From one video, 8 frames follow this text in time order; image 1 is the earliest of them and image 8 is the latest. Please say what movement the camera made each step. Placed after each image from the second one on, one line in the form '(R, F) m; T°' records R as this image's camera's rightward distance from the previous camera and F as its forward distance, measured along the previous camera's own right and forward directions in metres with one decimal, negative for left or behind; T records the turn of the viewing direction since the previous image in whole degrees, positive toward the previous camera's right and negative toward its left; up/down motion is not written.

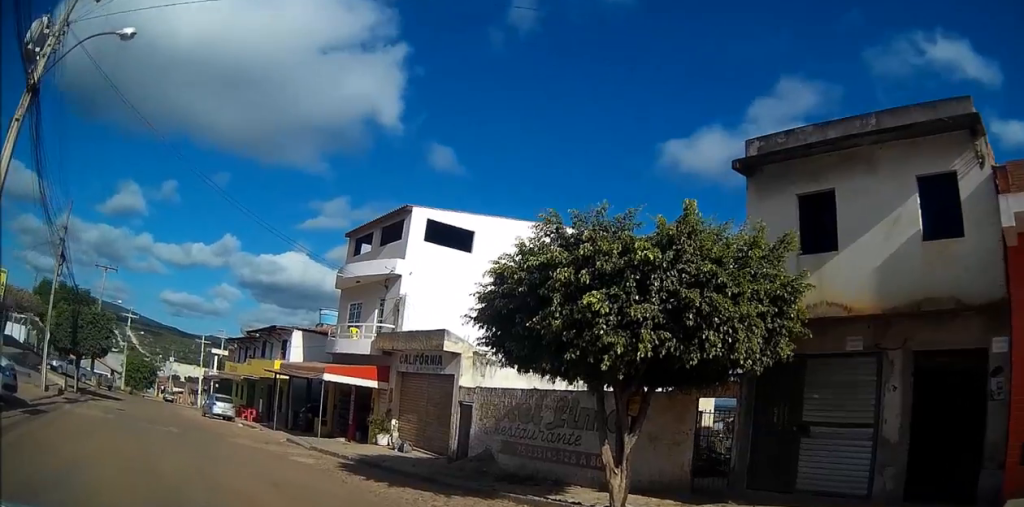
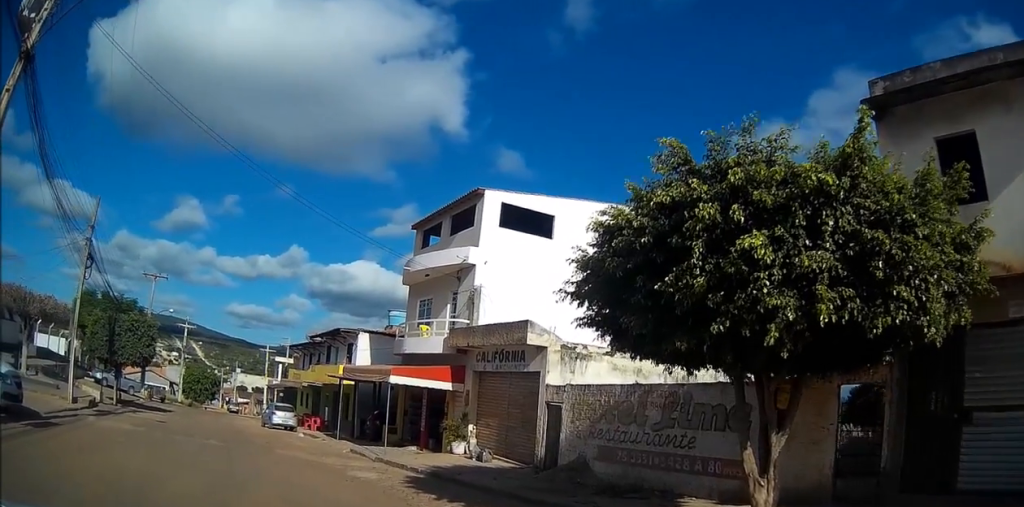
(-0.2, +2.3) m; -6°
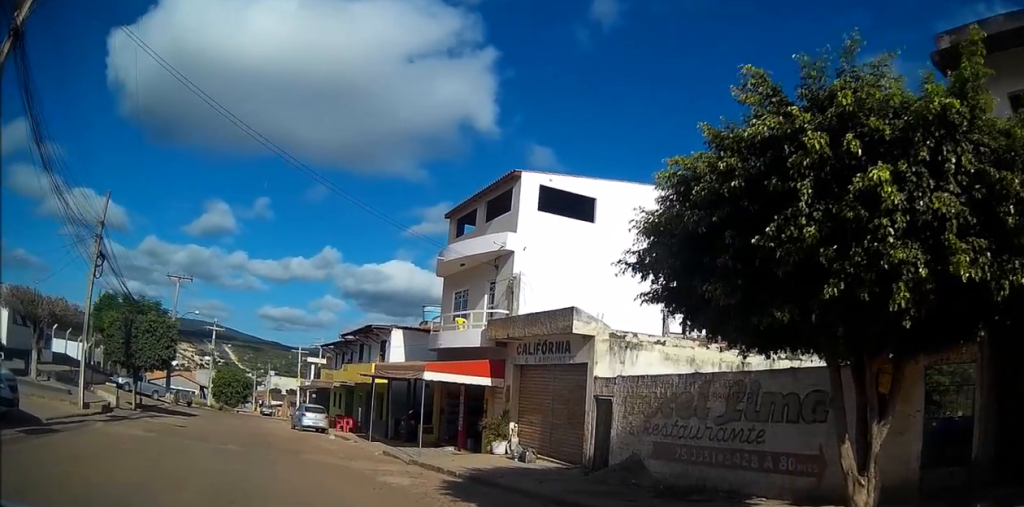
(0.0, +1.3) m; -2°
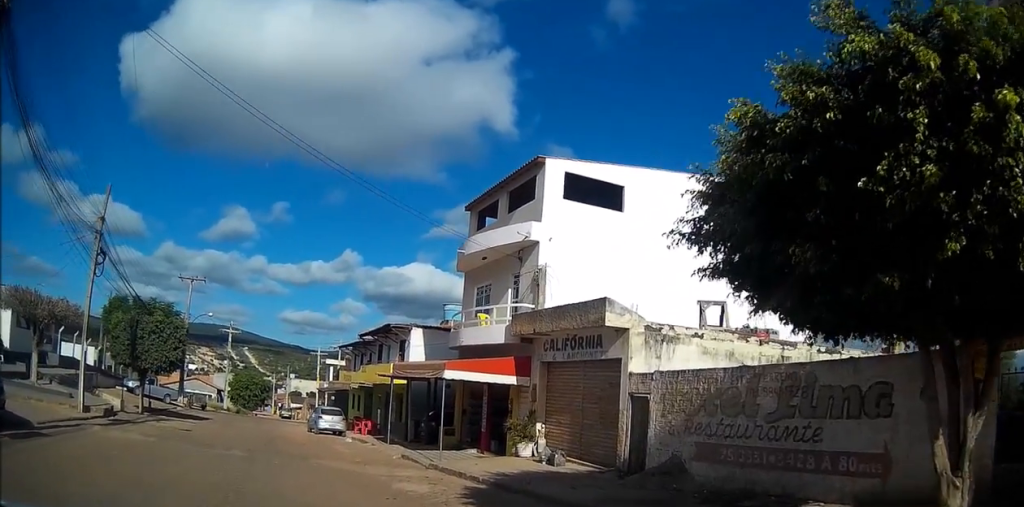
(0.0, +1.1) m; -3°
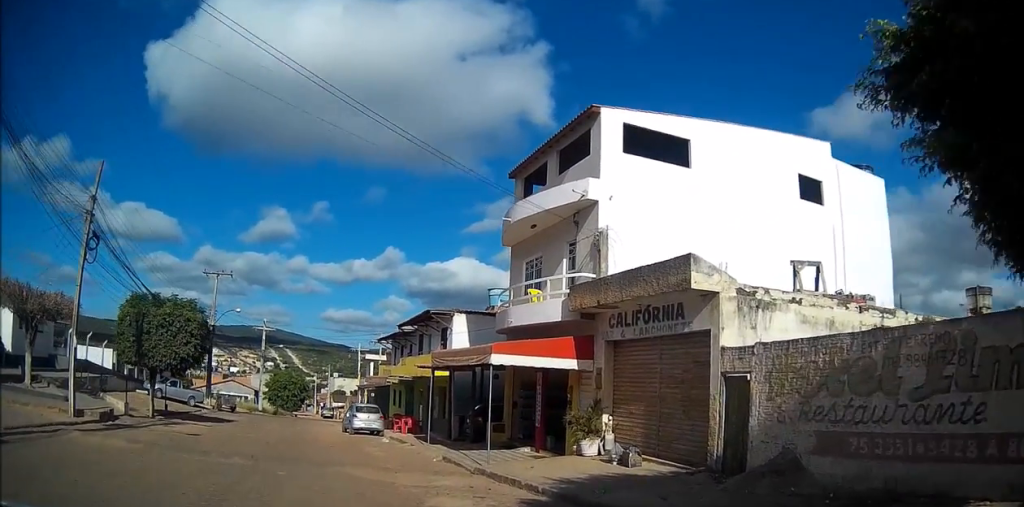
(-0.1, +2.5) m; -7°
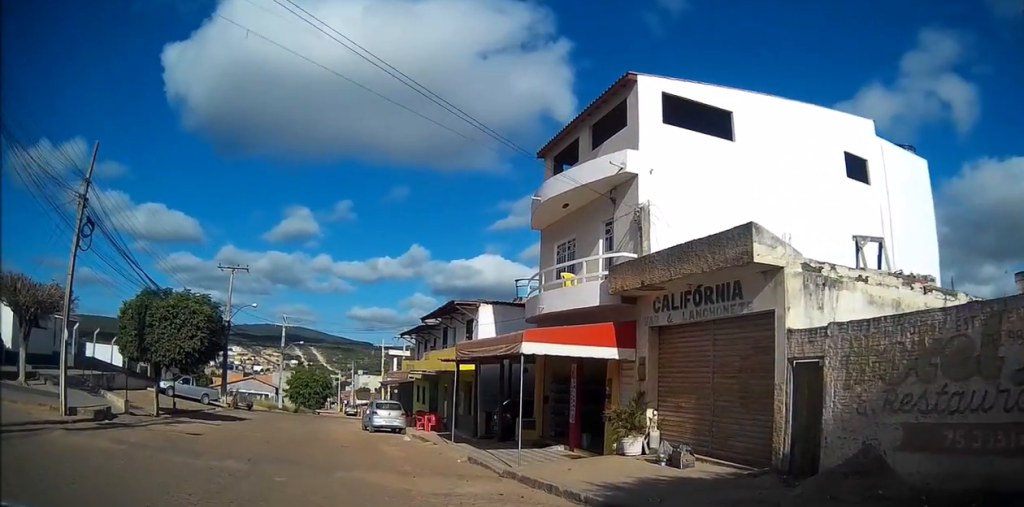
(0.0, +1.4) m; -3°
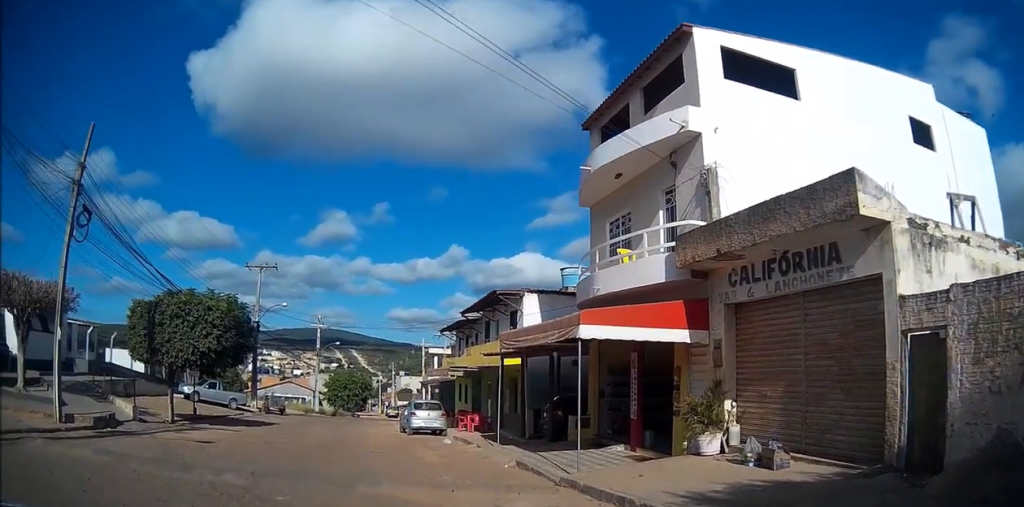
(-0.1, +1.8) m; -3°
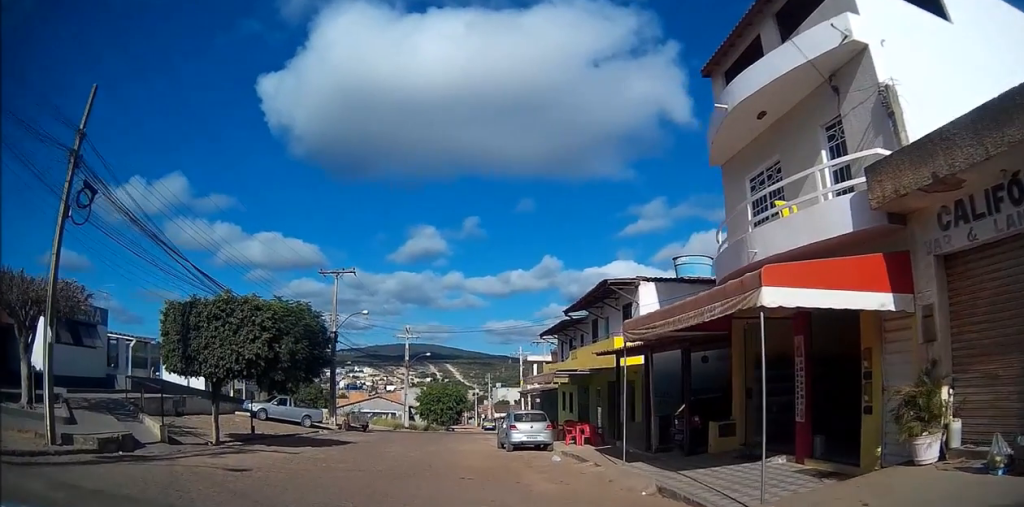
(-0.2, +3.6) m; -7°
